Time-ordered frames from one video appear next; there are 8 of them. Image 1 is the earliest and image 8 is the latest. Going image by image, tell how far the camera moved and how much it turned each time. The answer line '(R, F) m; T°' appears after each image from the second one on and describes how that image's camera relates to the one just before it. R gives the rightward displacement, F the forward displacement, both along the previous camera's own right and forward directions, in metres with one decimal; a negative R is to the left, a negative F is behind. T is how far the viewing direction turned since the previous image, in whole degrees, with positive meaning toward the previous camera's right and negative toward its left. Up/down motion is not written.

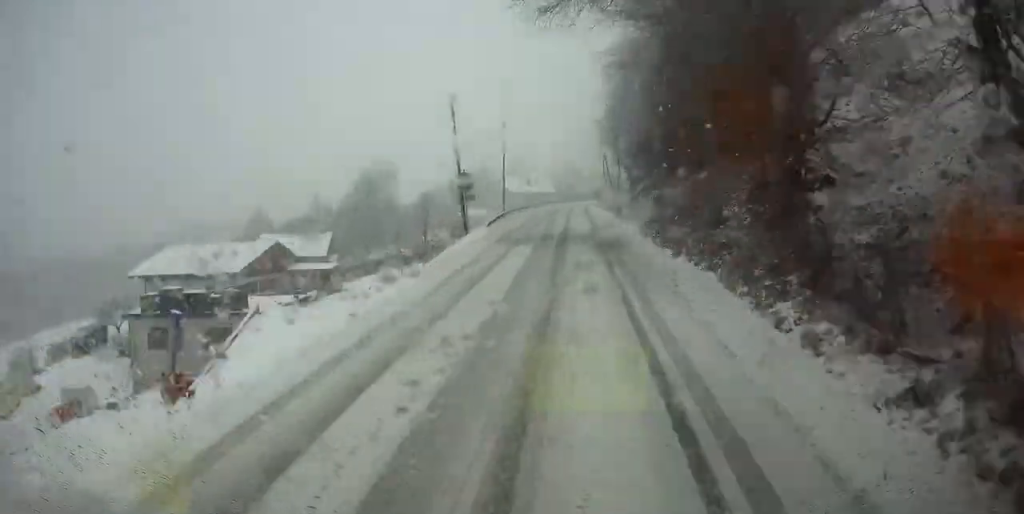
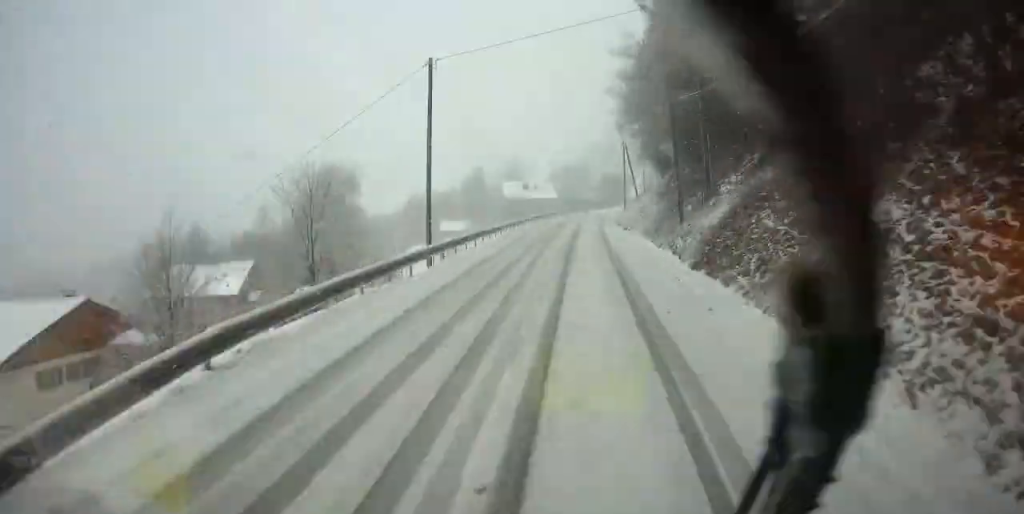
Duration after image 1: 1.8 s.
(-0.6, +27.6) m; +2°
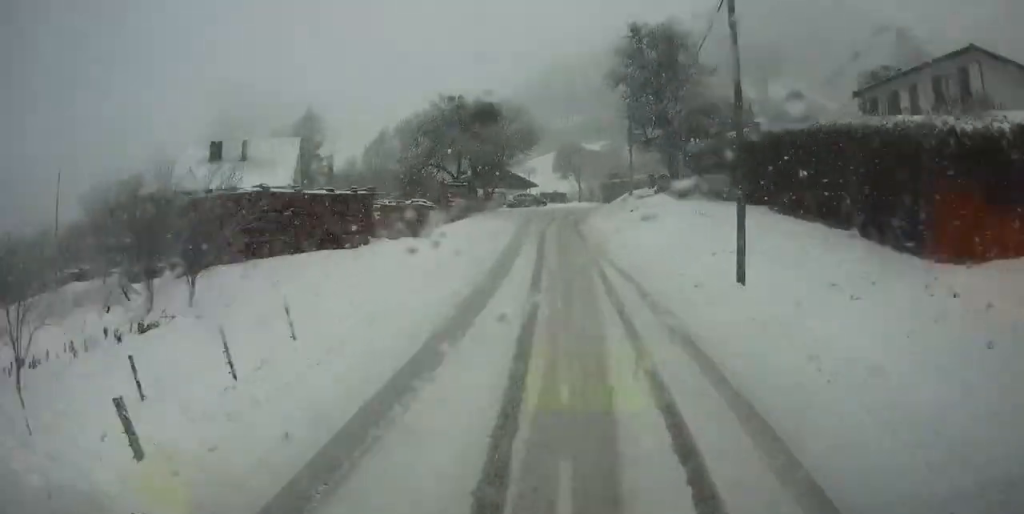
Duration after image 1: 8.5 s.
(+7.4, +102.0) m; +7°
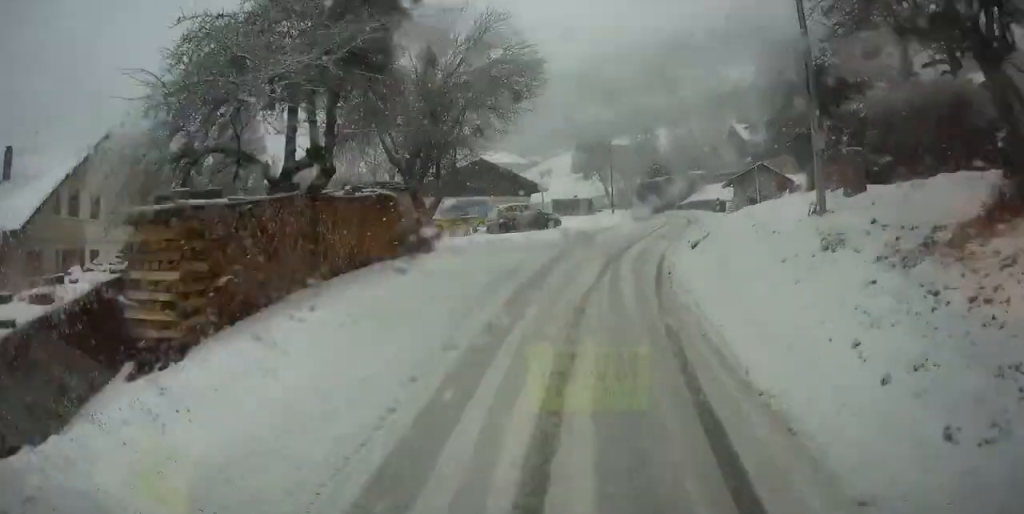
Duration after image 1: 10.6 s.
(-0.1, +30.1) m; 0°
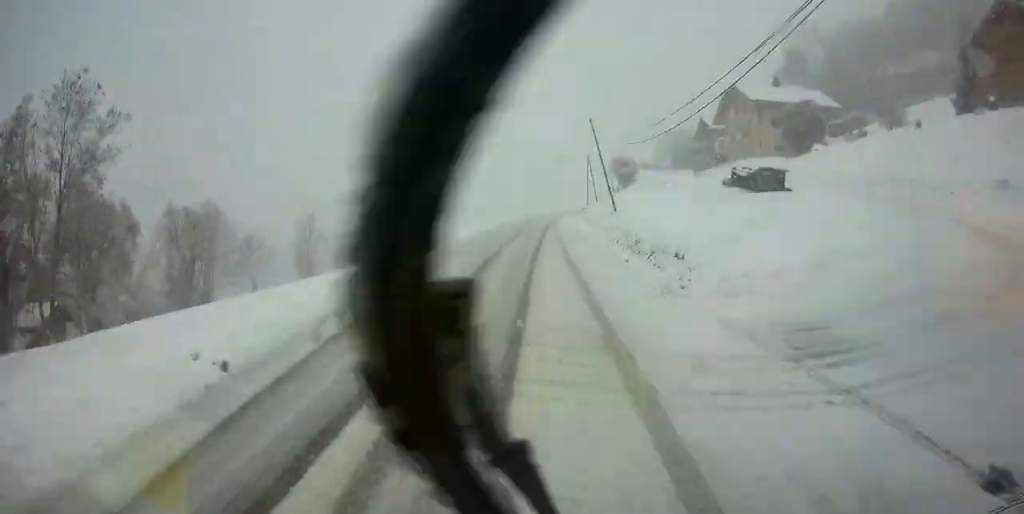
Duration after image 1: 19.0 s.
(-28.1, +110.6) m; -28°
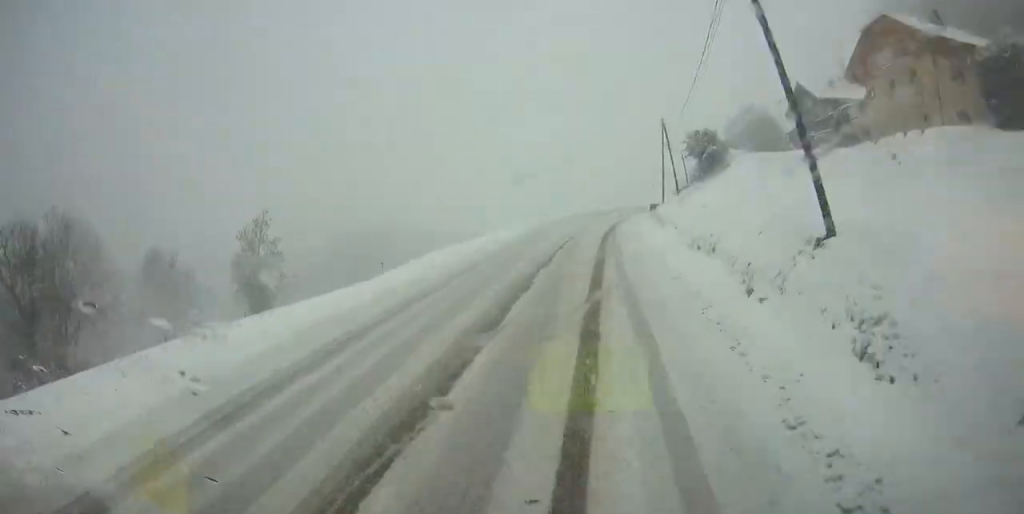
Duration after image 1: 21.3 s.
(-2.1, +32.8) m; +2°
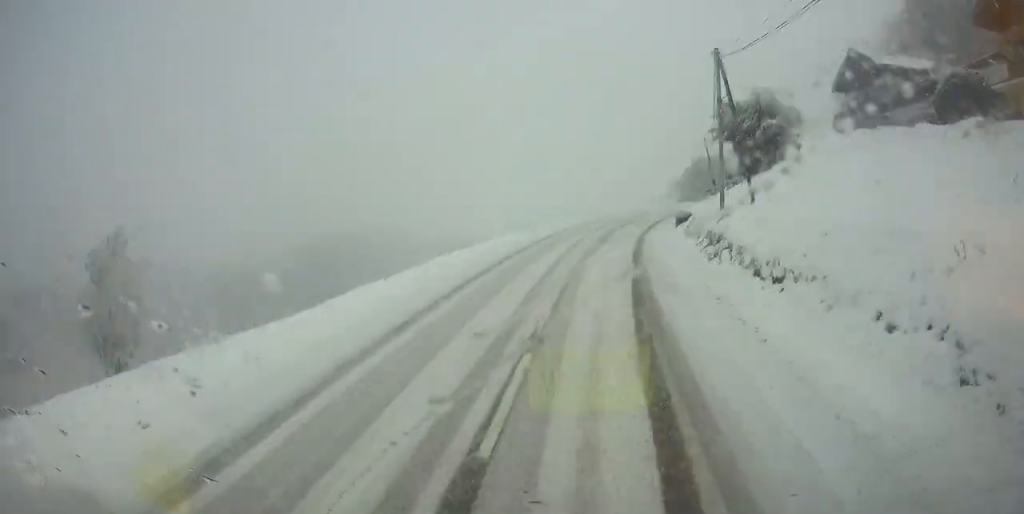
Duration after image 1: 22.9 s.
(+0.2, +24.2) m; +2°
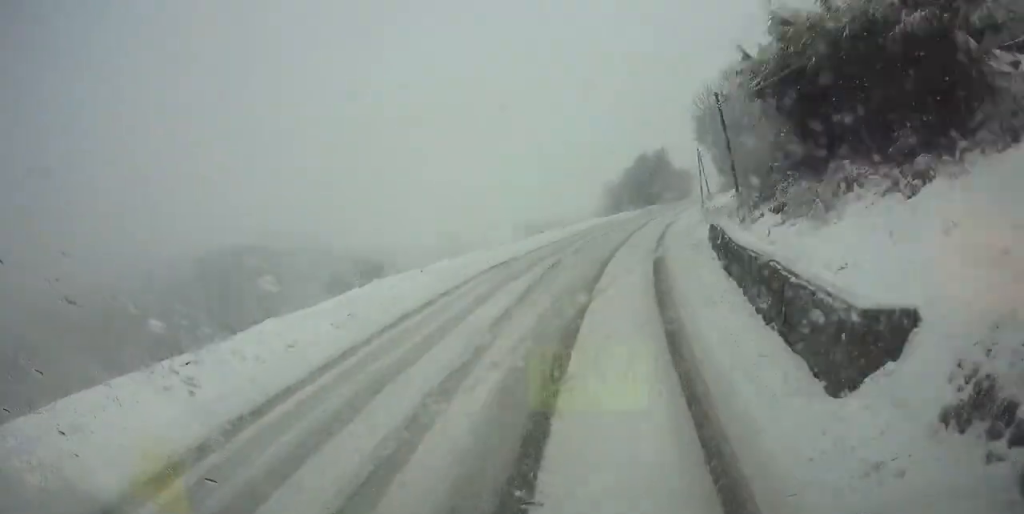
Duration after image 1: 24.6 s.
(+2.1, +27.7) m; +4°
